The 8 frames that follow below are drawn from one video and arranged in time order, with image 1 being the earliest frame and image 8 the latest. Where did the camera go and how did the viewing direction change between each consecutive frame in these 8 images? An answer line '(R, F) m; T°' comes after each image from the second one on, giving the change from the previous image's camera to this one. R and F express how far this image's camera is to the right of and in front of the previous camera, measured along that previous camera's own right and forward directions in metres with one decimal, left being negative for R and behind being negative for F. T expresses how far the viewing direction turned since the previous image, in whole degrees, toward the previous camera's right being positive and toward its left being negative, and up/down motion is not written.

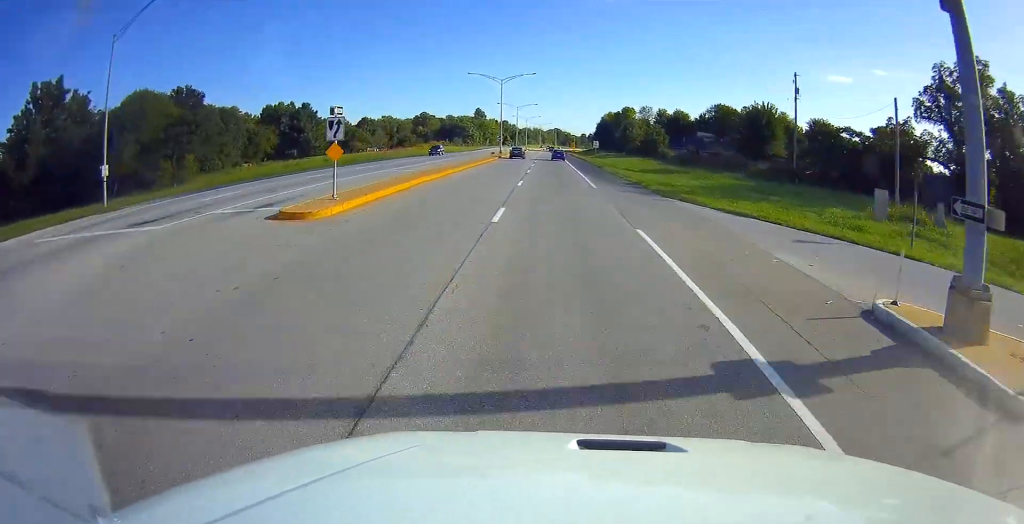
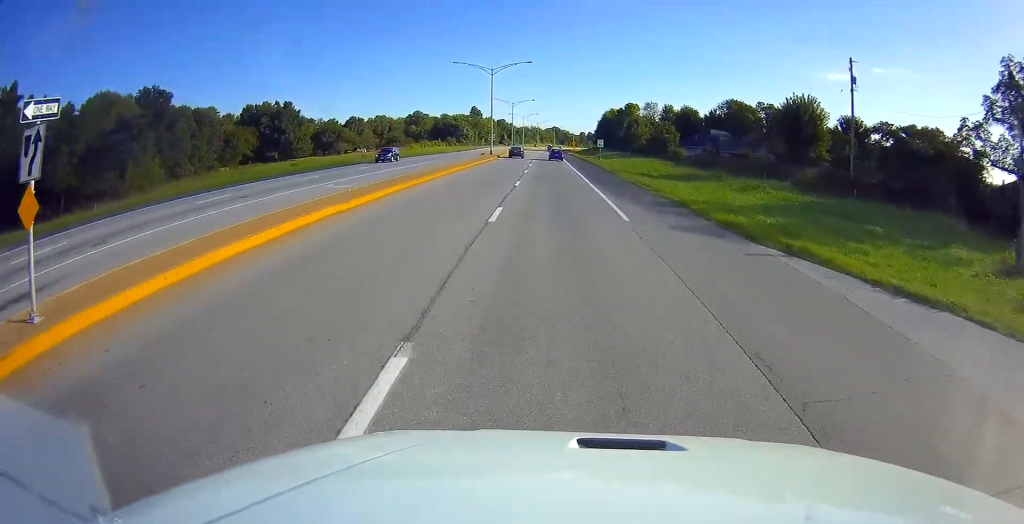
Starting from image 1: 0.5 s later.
(-0.2, +12.6) m; +1°
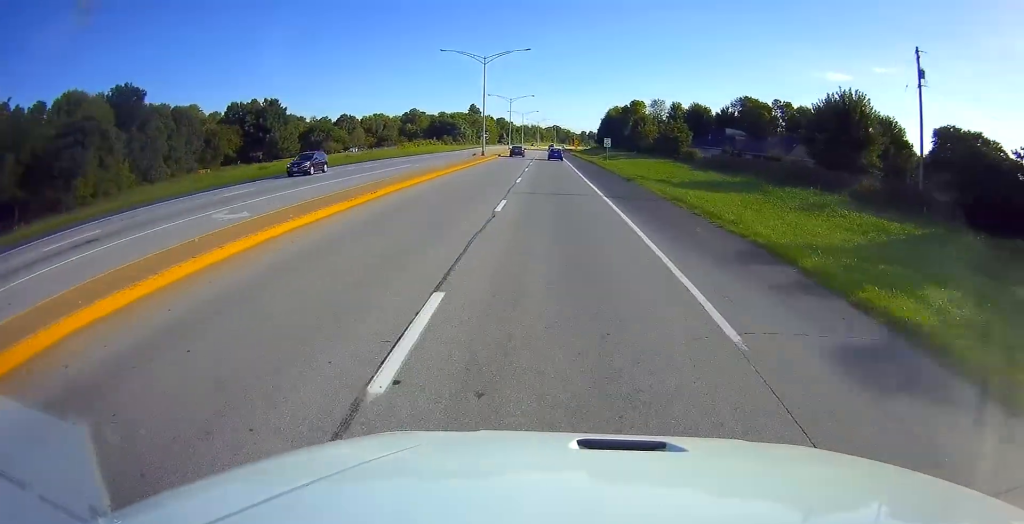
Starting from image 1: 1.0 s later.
(+0.2, +10.2) m; 0°
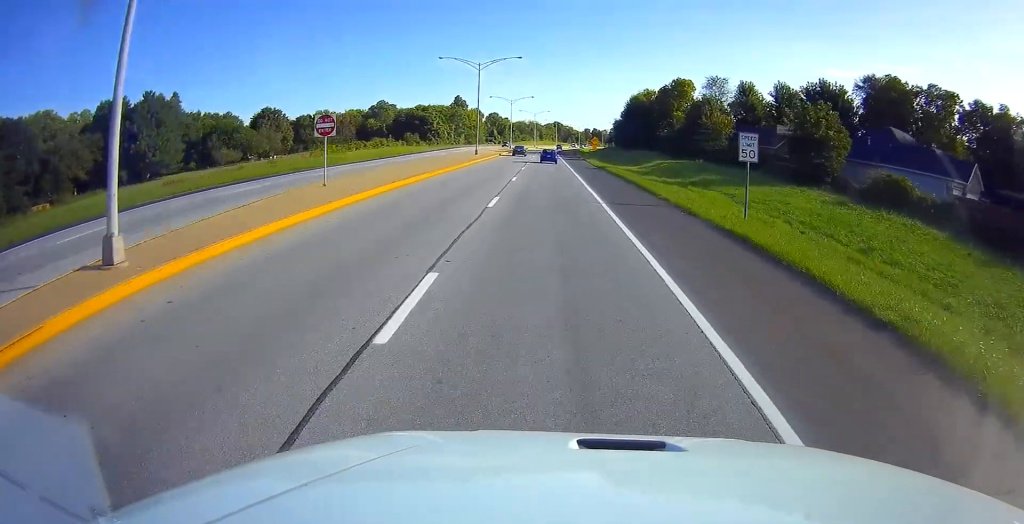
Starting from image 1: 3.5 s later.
(+0.3, +60.2) m; 0°
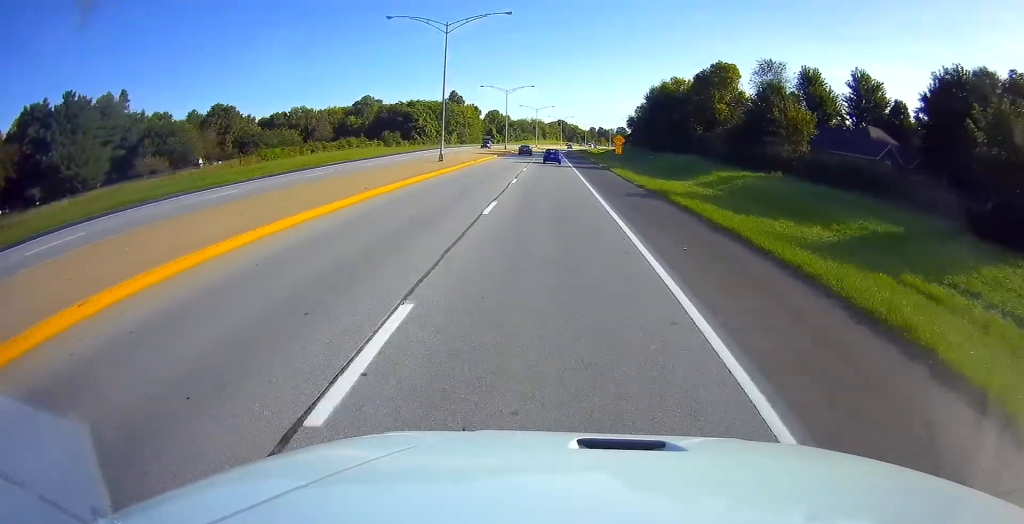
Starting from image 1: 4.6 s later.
(-0.5, +26.2) m; -2°
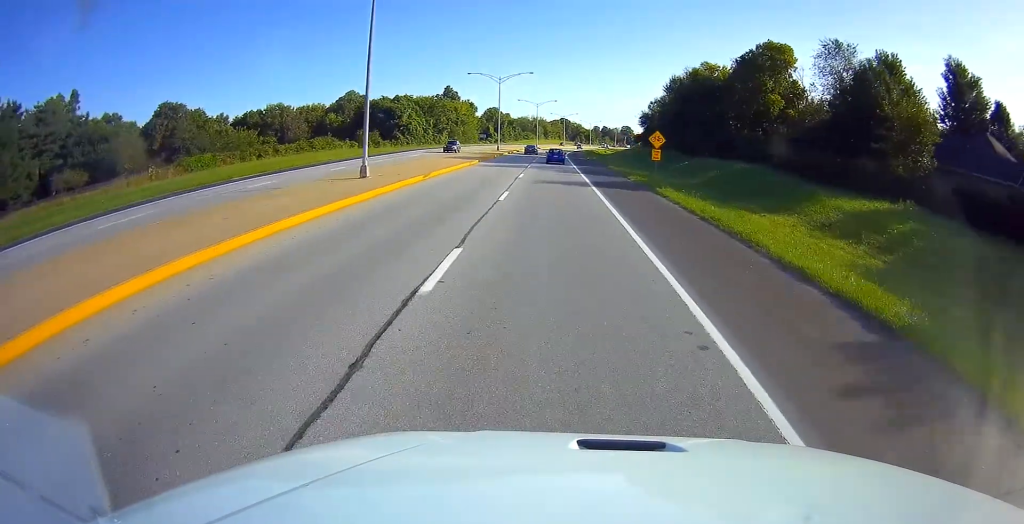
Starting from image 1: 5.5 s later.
(-0.1, +20.6) m; +1°
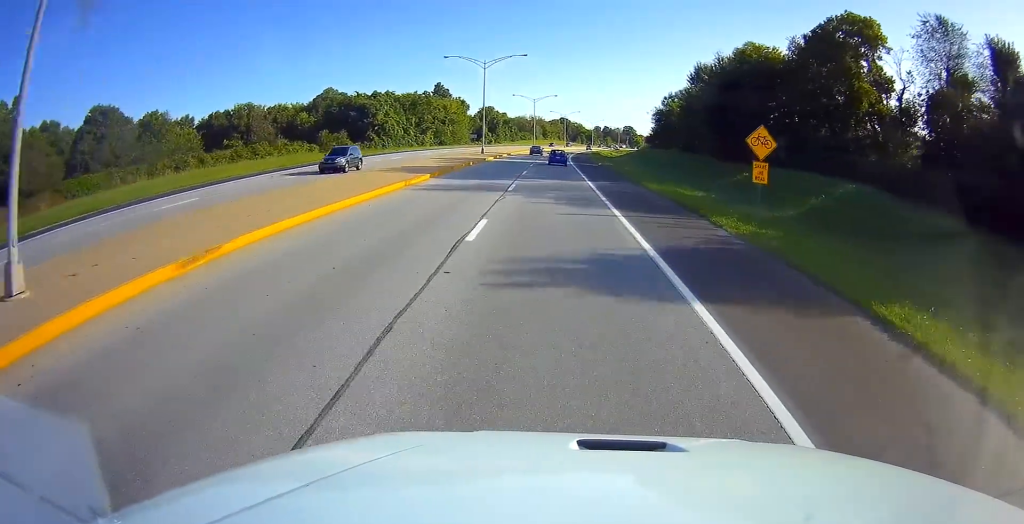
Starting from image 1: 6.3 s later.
(+0.5, +20.6) m; 0°
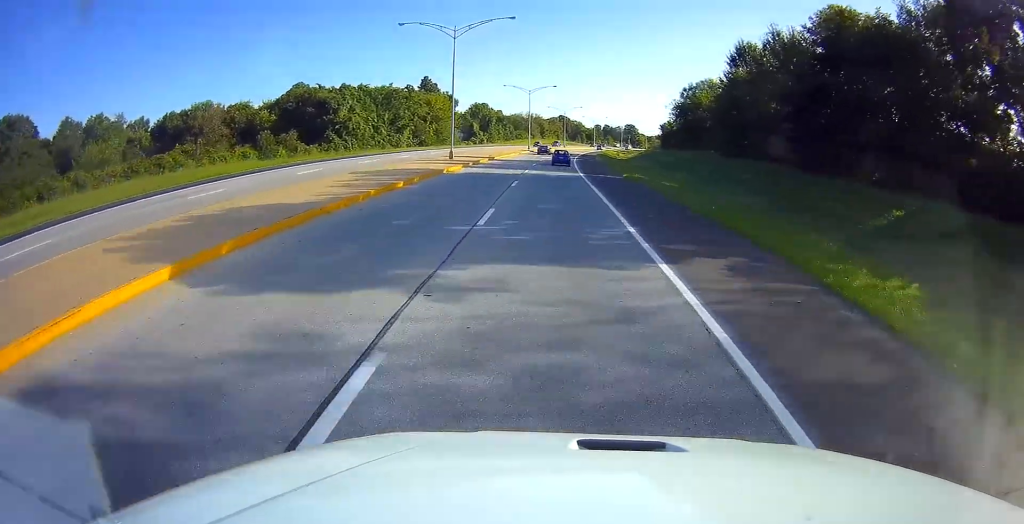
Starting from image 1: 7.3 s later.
(-0.3, +22.1) m; -1°
